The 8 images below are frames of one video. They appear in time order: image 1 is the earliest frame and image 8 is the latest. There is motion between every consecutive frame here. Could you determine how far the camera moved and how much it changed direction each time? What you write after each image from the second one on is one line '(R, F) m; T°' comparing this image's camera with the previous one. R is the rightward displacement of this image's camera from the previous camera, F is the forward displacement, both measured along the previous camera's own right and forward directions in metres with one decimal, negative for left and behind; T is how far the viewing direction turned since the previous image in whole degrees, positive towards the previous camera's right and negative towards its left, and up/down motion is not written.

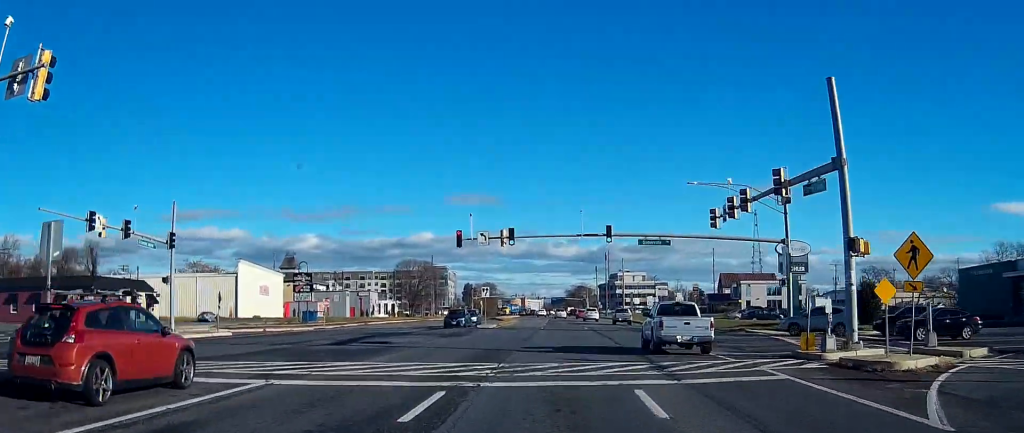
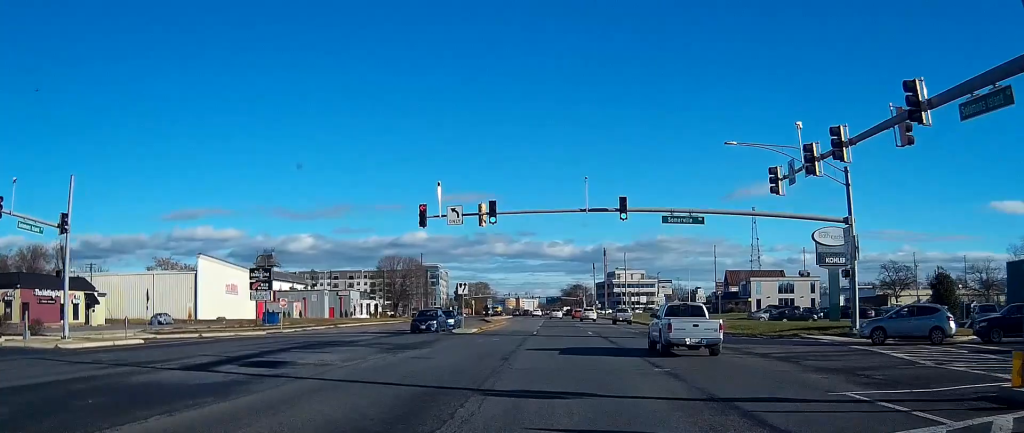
(+0.1, +11.2) m; 0°
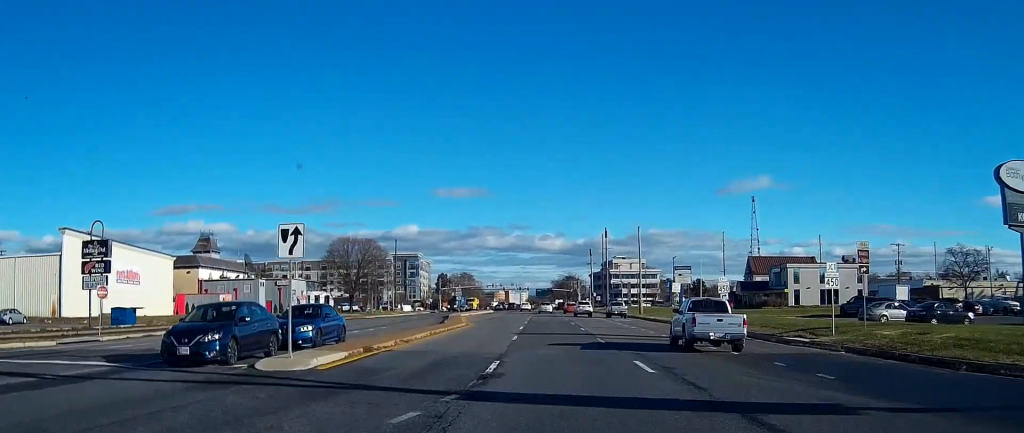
(+0.3, +28.9) m; +1°
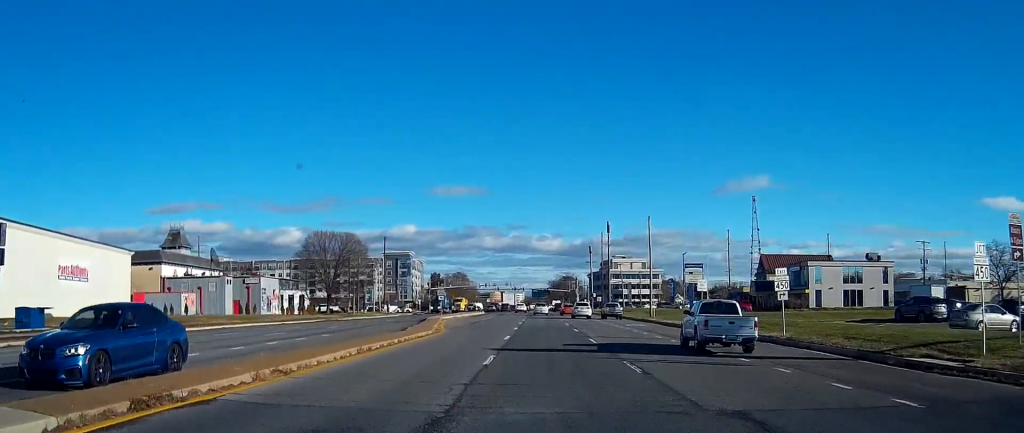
(+0.1, +11.6) m; 0°
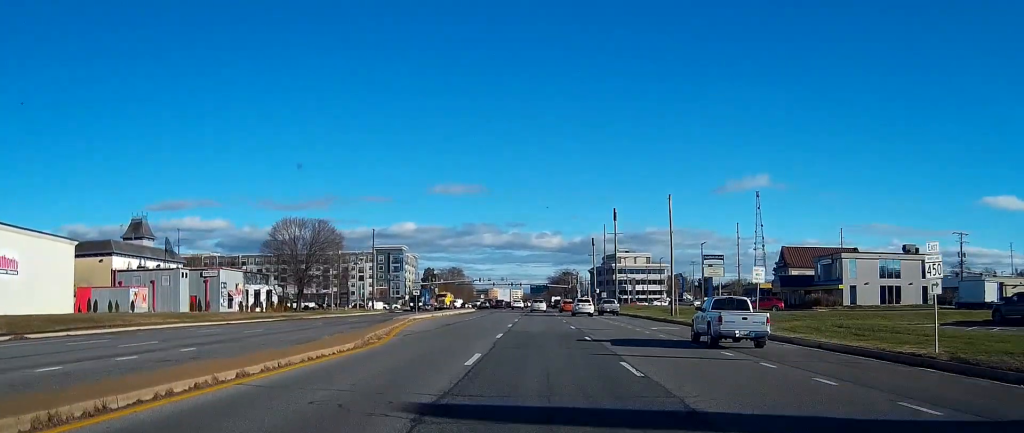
(0.0, +13.7) m; 0°
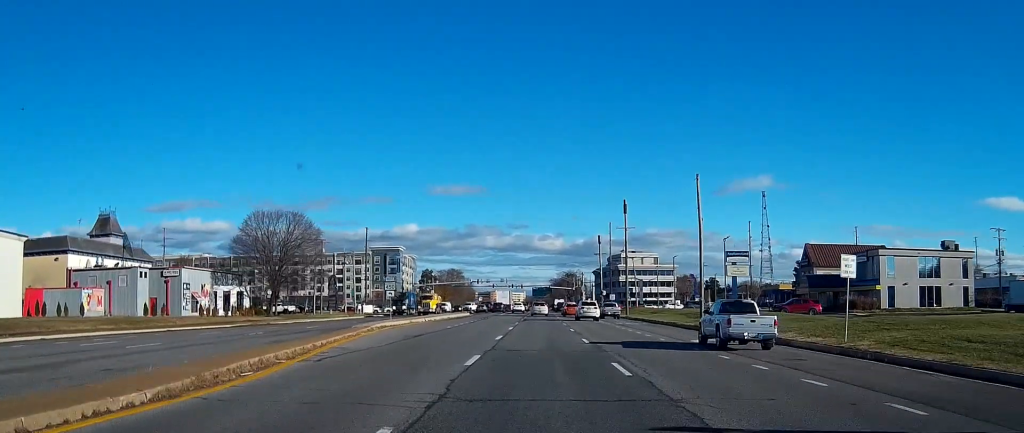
(0.0, +11.2) m; 0°
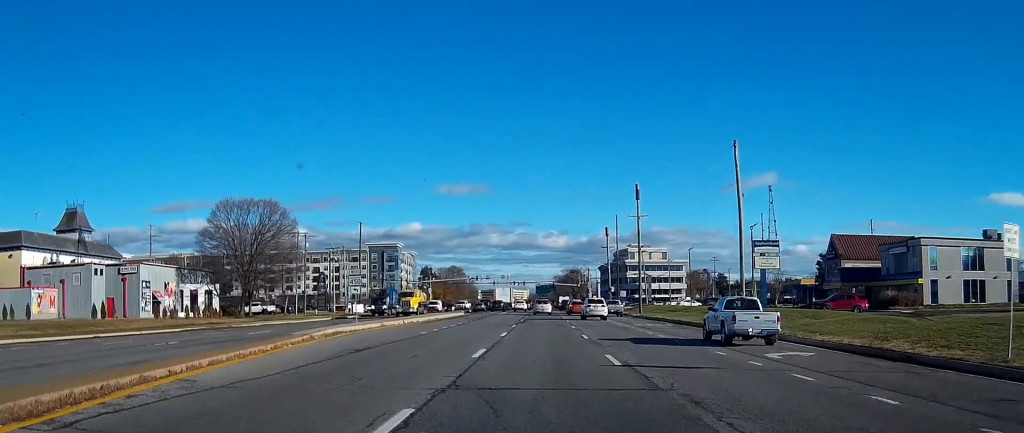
(0.0, +10.0) m; 0°
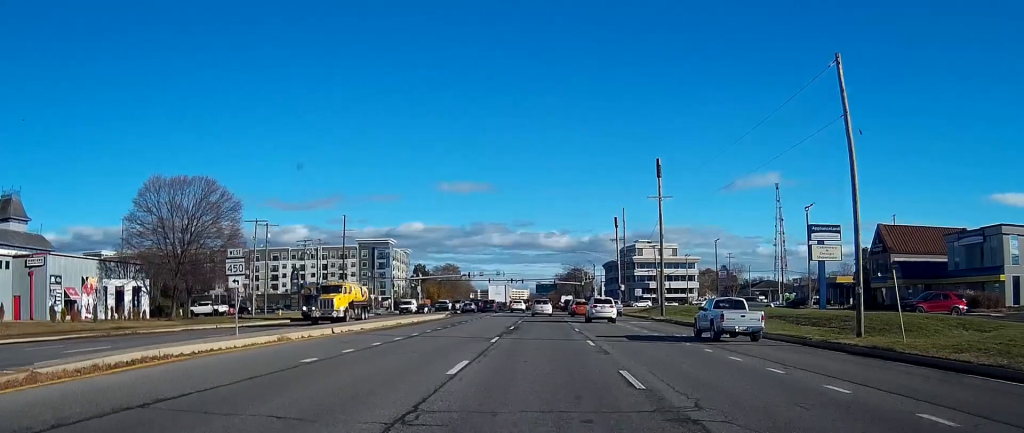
(+0.1, +16.5) m; 0°
